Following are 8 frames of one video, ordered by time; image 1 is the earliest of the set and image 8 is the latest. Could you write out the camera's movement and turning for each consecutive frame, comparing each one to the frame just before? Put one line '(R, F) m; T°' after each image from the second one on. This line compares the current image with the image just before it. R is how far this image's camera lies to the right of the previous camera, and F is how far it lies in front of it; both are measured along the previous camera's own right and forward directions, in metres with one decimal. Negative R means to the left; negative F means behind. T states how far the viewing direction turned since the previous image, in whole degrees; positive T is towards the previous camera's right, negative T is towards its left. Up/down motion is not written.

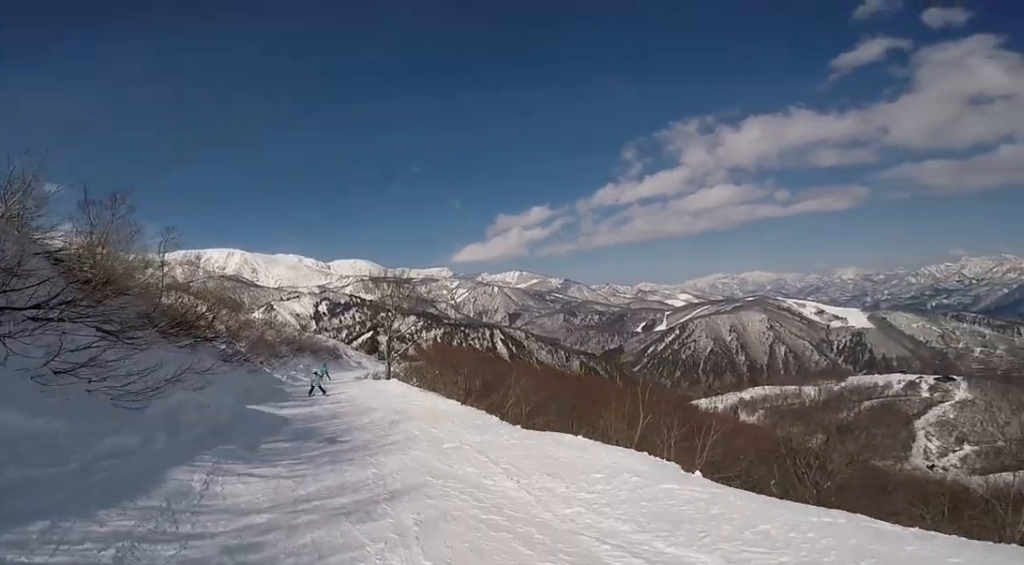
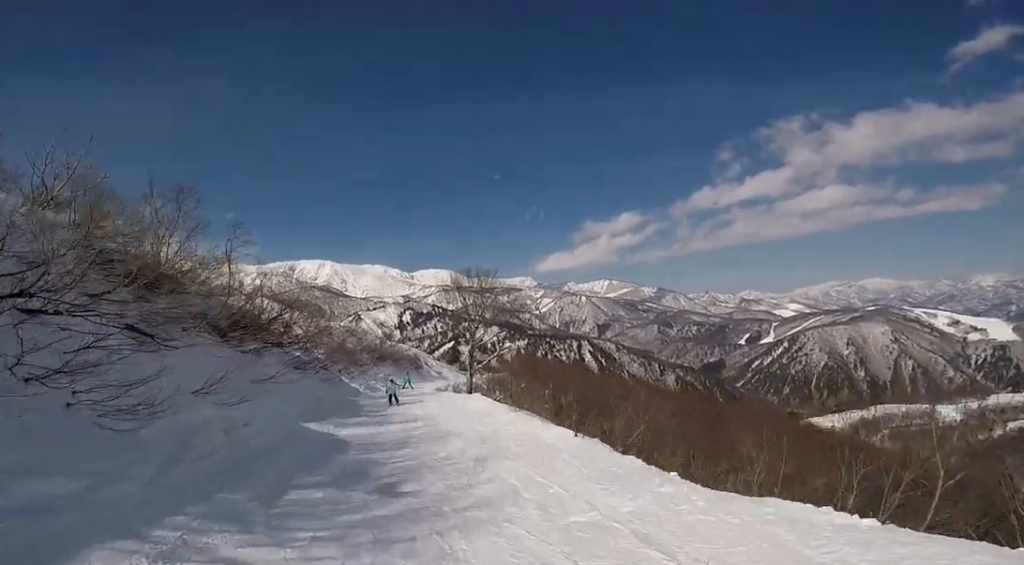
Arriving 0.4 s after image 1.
(-0.2, +3.1) m; 0°
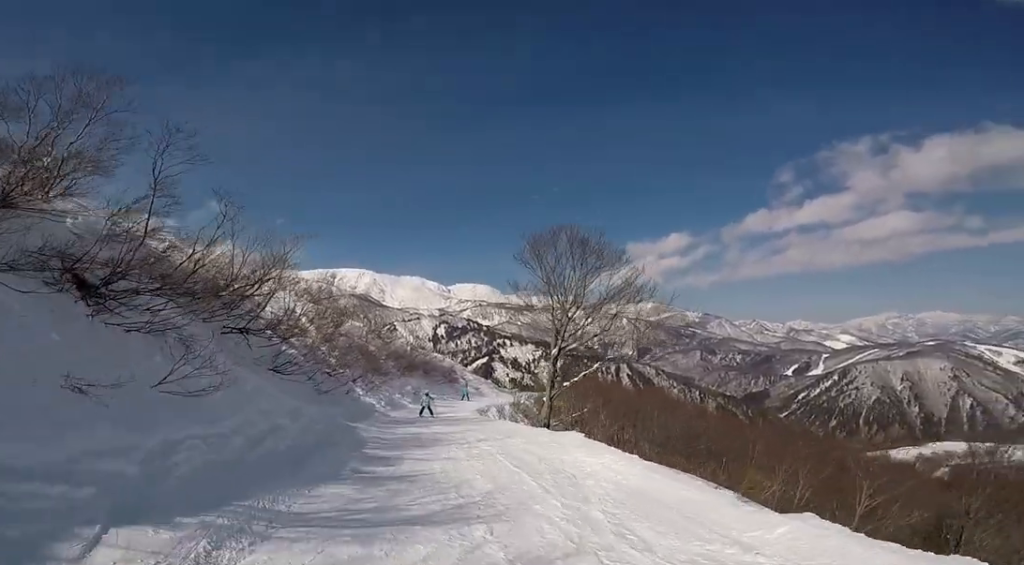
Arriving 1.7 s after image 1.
(+0.2, +9.0) m; -2°
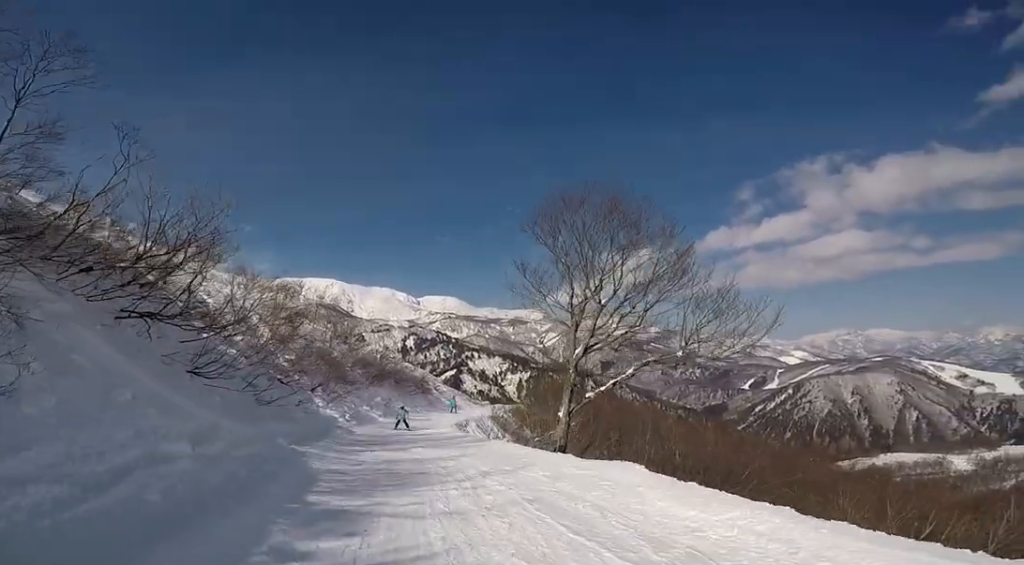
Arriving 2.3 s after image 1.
(-0.6, +3.8) m; 0°
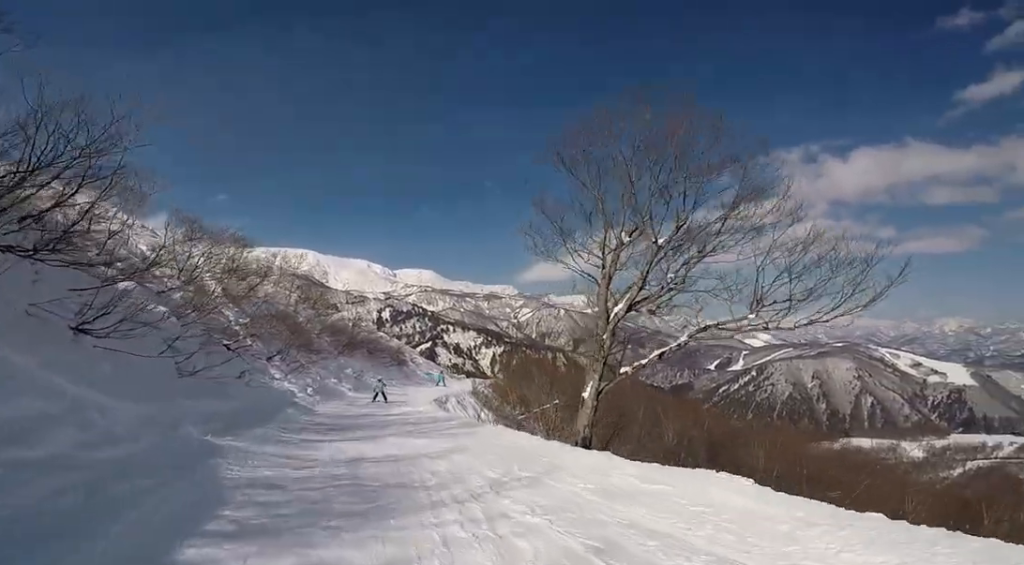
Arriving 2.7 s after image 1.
(+0.4, +3.0) m; +1°
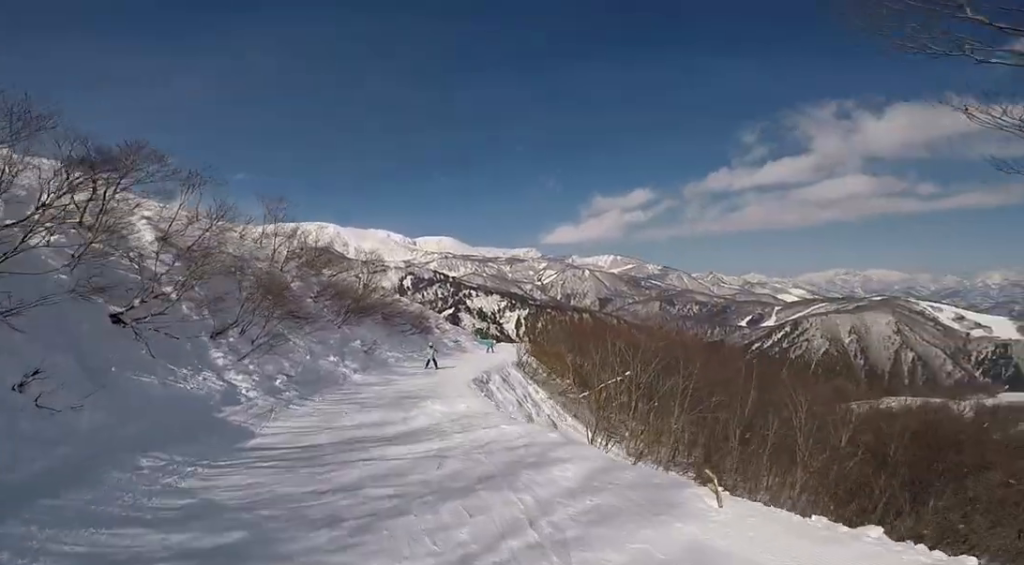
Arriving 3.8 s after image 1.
(+0.3, +7.7) m; +2°
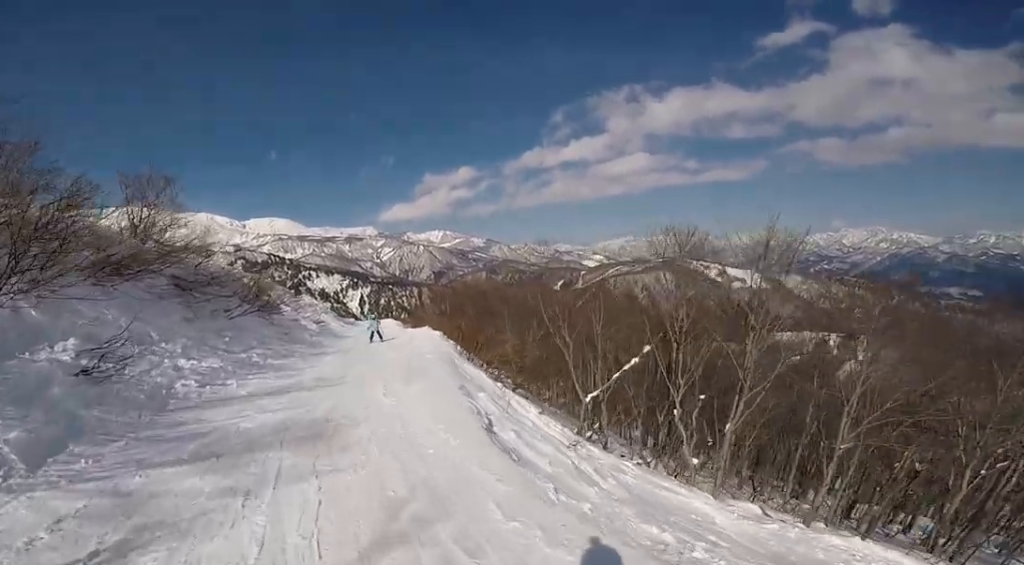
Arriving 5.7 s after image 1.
(+1.8, +13.8) m; +18°
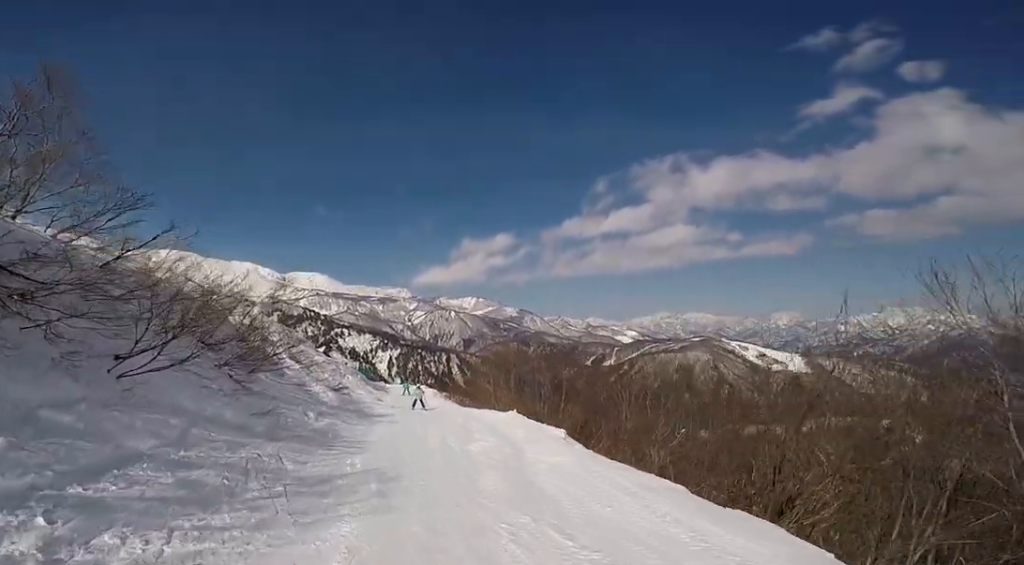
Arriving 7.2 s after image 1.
(-0.3, +10.5) m; 0°
